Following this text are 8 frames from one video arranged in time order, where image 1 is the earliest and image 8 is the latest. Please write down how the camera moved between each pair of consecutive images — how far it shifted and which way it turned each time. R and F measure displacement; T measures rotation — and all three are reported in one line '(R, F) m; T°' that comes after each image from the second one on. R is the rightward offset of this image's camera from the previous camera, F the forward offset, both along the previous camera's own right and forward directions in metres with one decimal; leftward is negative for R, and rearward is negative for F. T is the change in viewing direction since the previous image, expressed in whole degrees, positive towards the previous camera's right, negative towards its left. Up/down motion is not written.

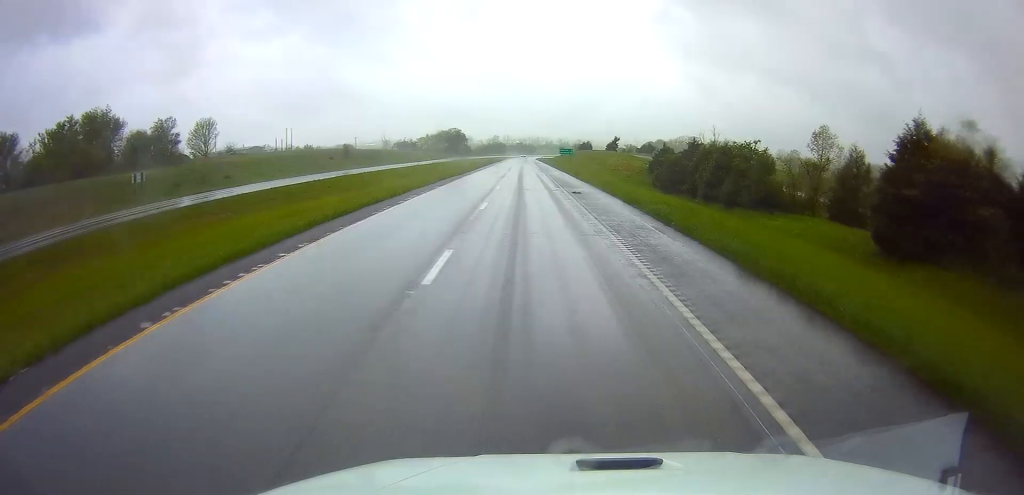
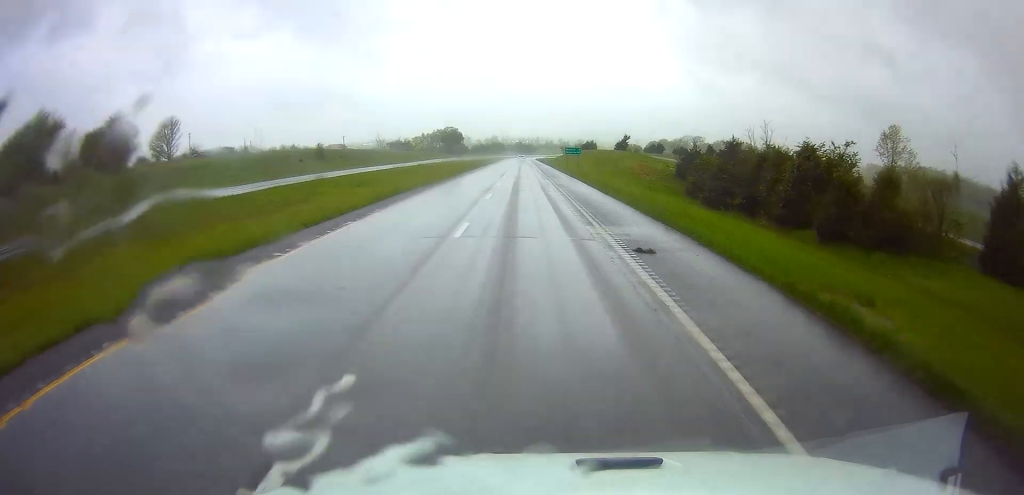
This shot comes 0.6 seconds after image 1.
(+0.2, +19.4) m; 0°
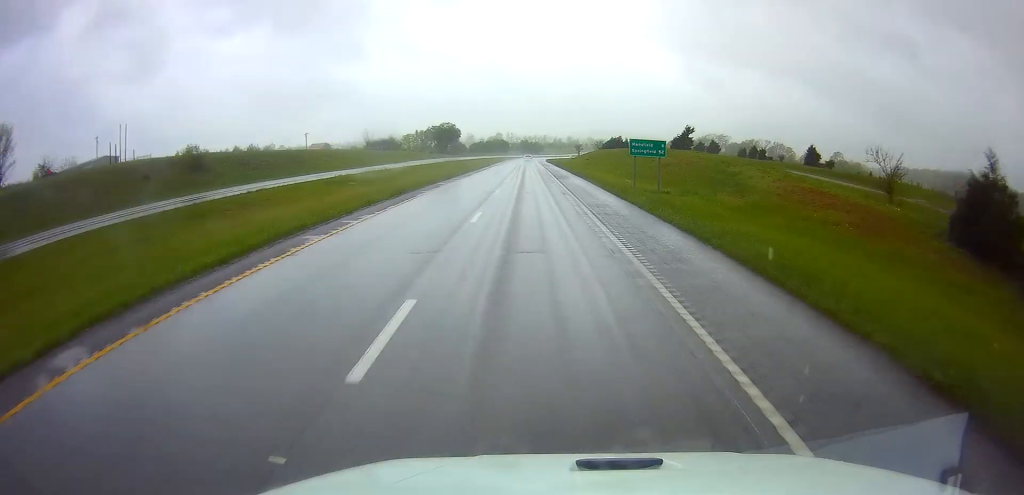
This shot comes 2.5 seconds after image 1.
(-0.9, +58.1) m; 0°
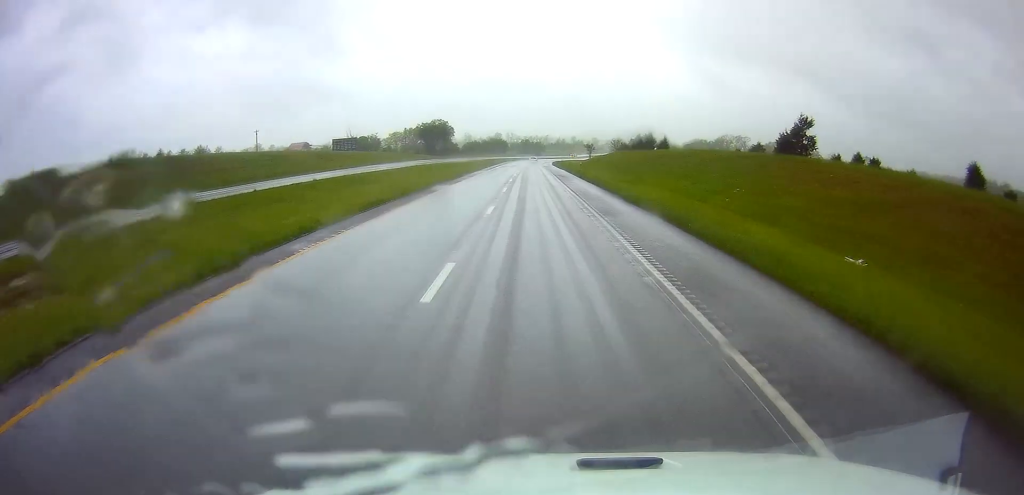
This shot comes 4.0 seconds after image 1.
(+0.3, +46.0) m; 0°
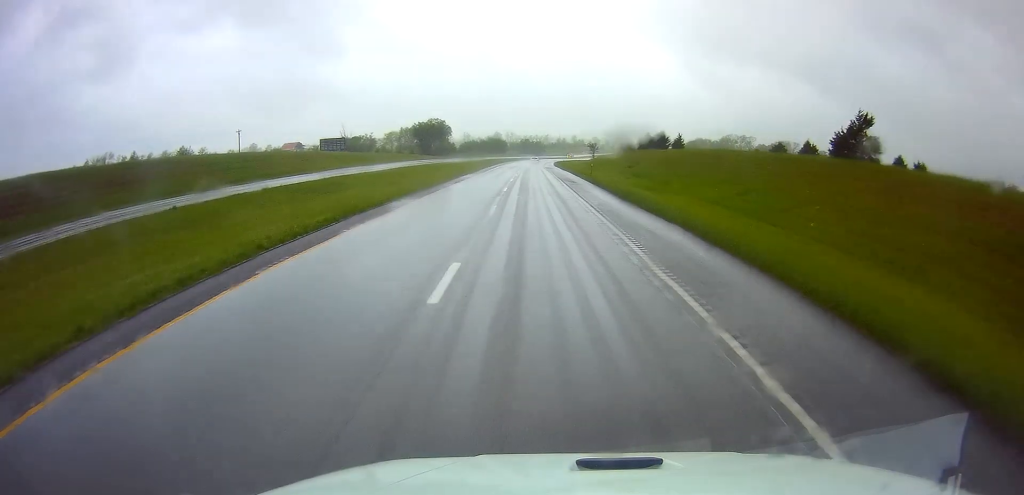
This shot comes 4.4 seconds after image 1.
(0.0, +12.3) m; 0°
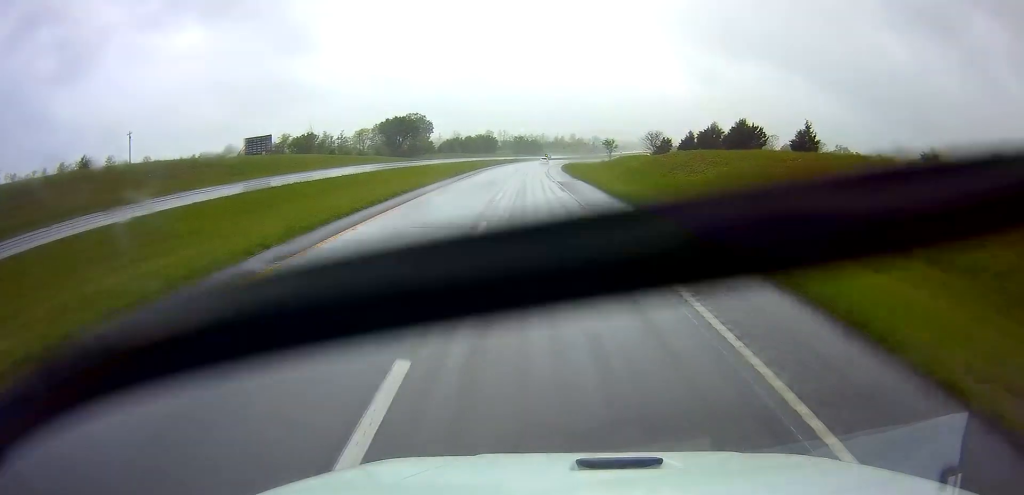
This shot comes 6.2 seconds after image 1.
(-0.4, +54.3) m; 0°
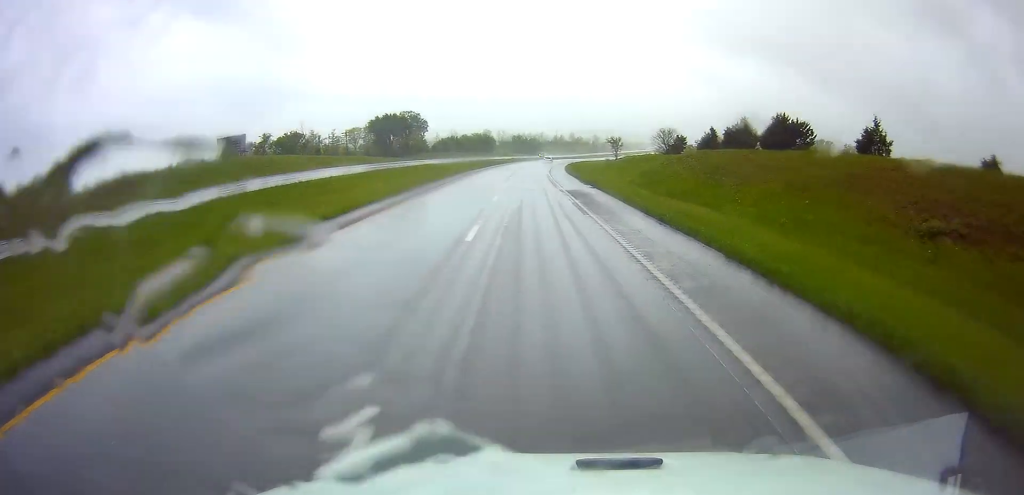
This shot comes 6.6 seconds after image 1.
(-0.1, +13.4) m; 0°
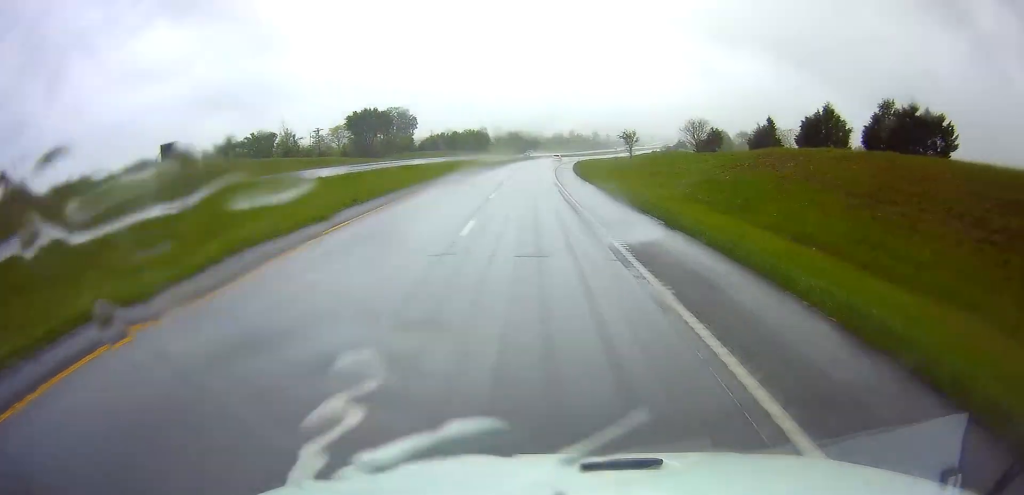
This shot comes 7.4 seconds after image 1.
(+0.3, +23.8) m; +1°
